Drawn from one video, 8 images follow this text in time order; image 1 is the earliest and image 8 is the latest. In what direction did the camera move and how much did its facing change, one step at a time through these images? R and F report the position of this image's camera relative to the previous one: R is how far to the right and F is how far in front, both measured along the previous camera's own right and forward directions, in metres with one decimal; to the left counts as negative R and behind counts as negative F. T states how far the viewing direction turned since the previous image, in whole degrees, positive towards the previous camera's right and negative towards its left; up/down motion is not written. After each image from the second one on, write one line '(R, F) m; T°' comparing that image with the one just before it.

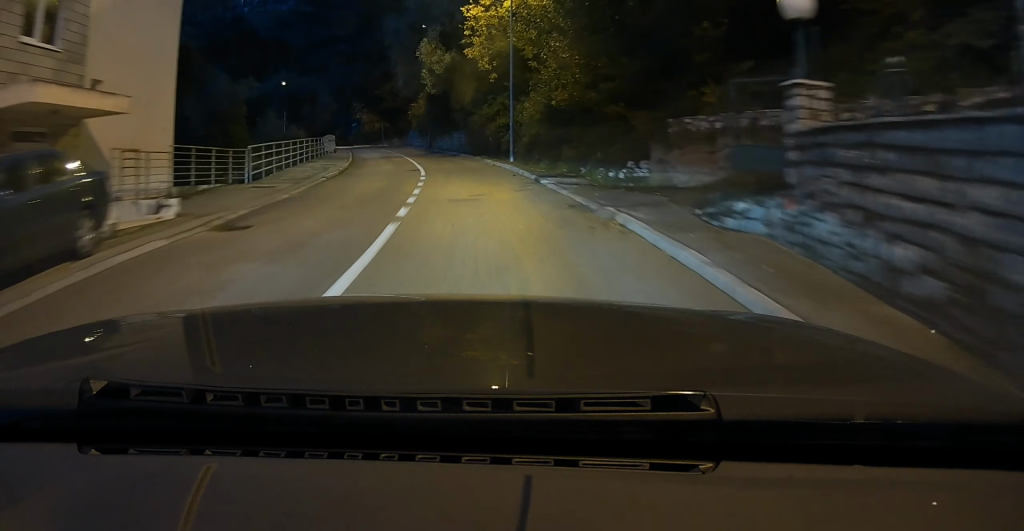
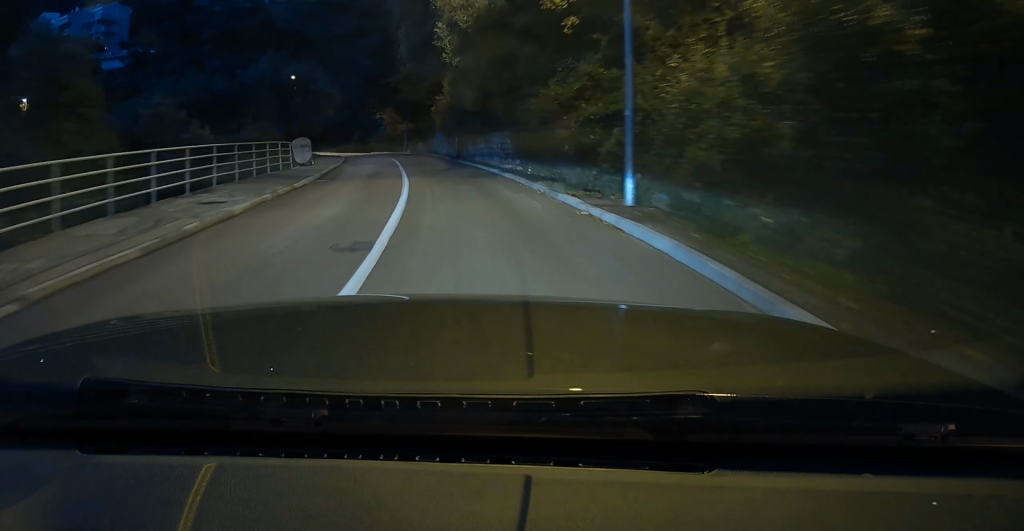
(-0.4, +16.7) m; -1°
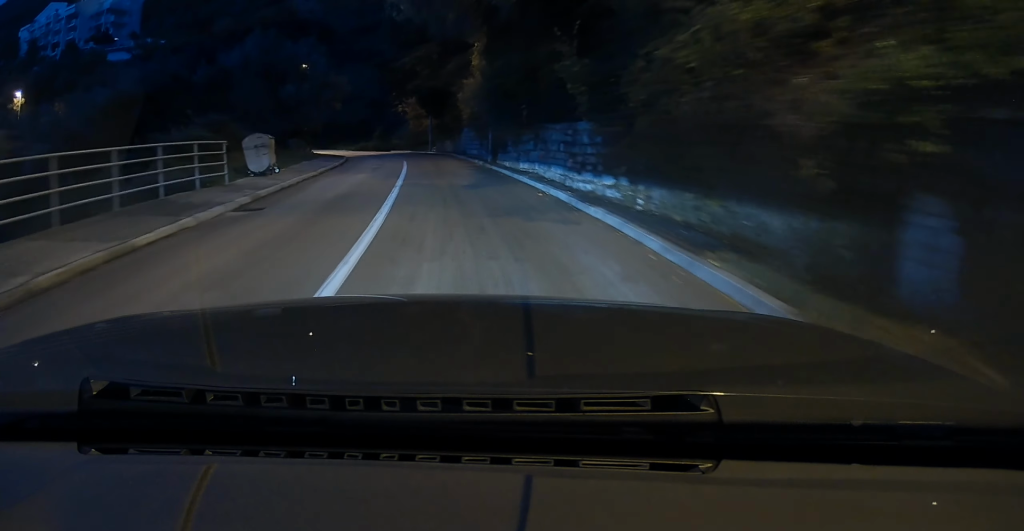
(+0.2, +10.8) m; 0°
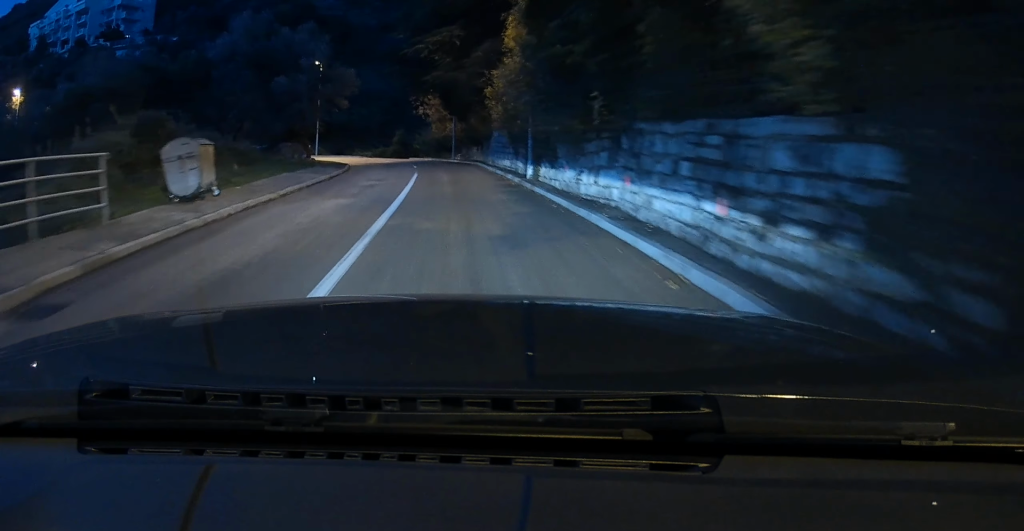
(-0.1, +7.7) m; -3°
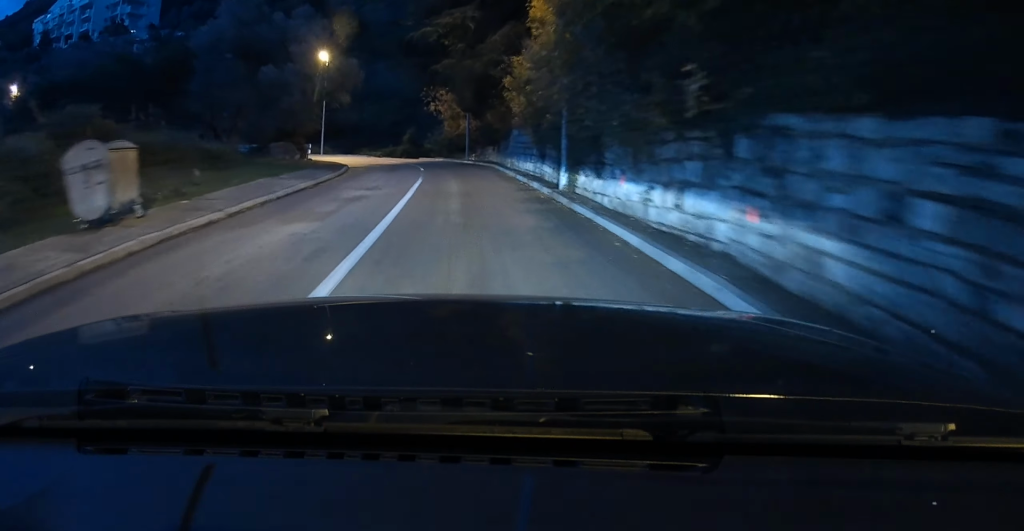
(+0.1, +4.4) m; -2°
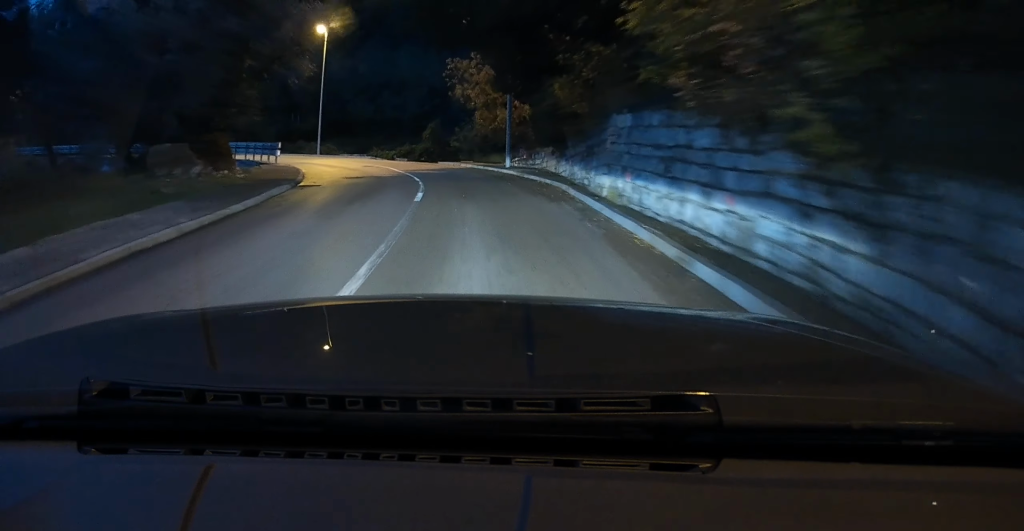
(-0.8, +15.0) m; -2°
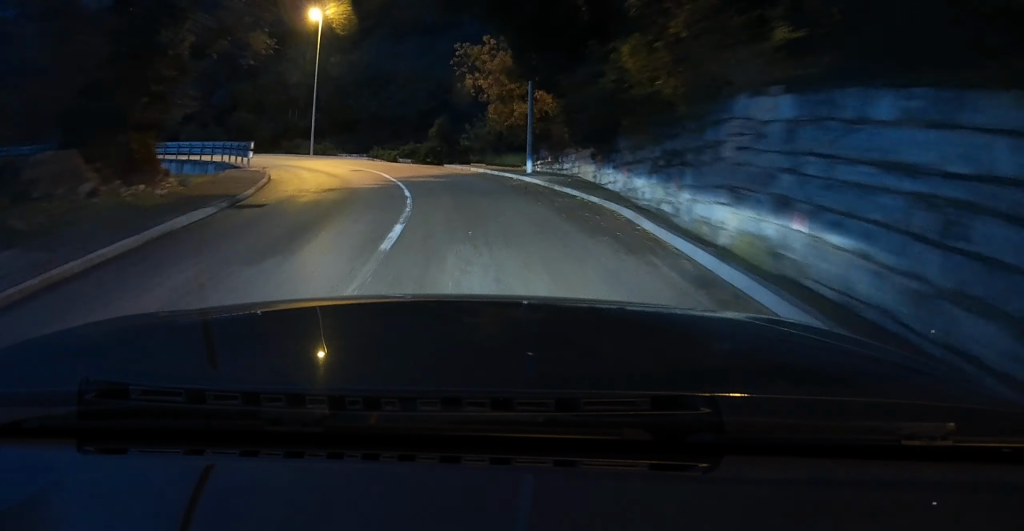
(0.0, +5.9) m; 0°
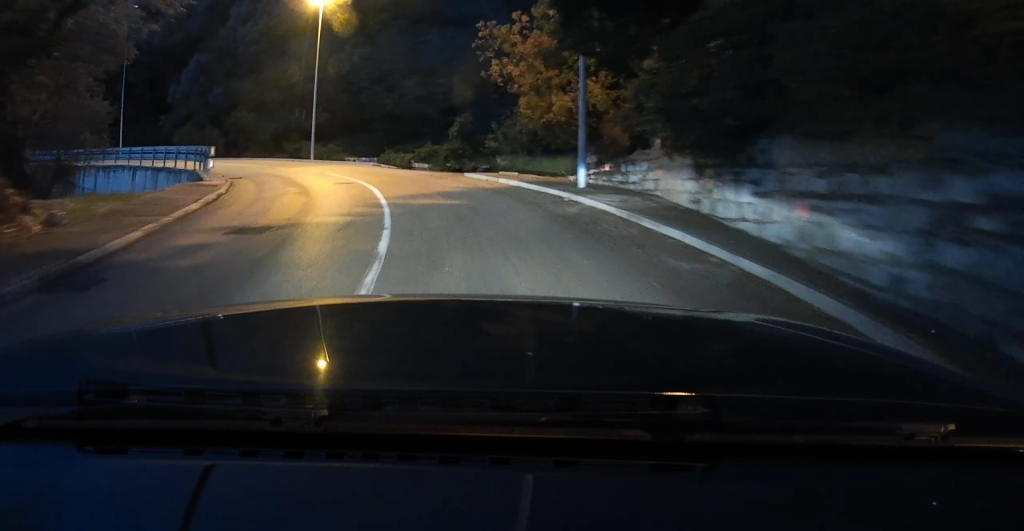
(0.0, +6.9) m; -1°
